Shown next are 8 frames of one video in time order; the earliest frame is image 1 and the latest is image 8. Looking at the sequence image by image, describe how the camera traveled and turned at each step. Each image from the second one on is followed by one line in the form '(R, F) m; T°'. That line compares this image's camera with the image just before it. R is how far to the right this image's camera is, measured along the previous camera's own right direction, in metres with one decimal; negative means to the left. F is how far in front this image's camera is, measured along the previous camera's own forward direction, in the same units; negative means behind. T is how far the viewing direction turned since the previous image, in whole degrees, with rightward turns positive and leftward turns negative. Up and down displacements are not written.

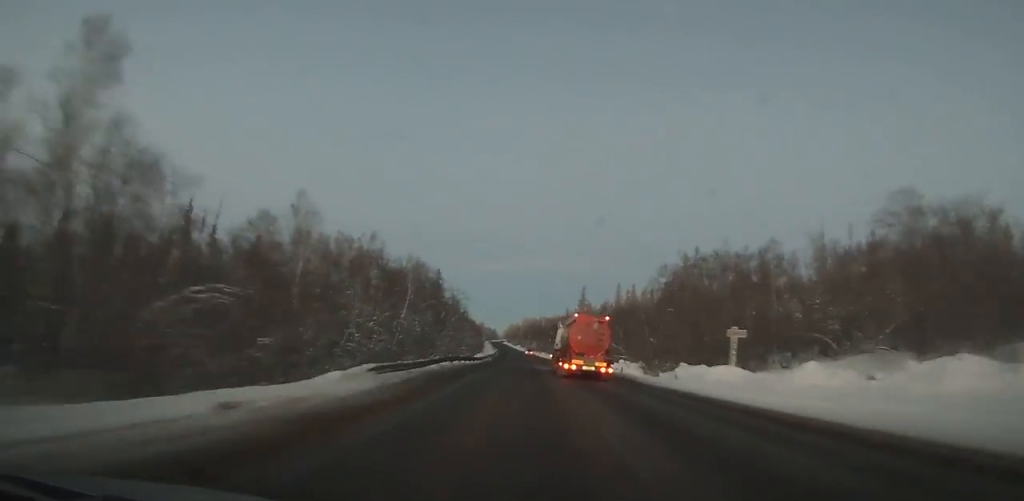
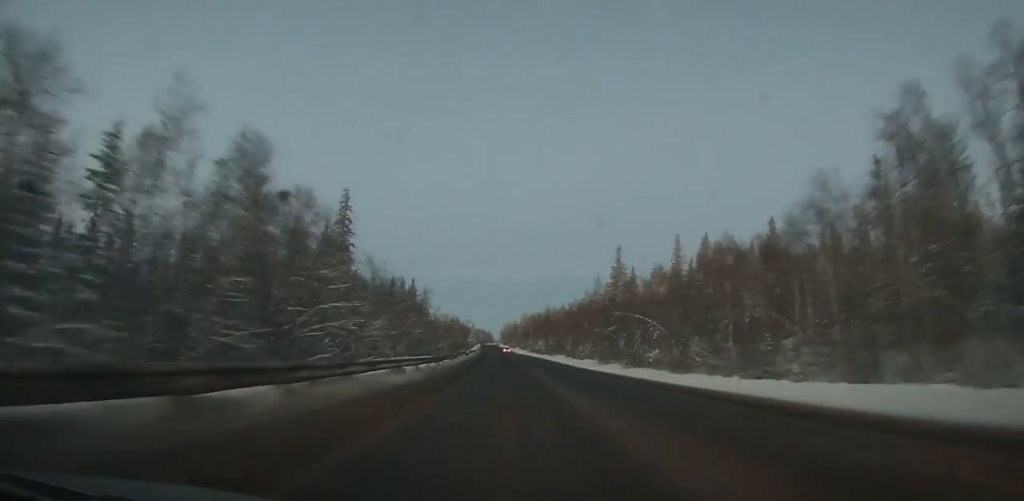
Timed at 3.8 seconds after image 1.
(-0.2, +89.0) m; -1°
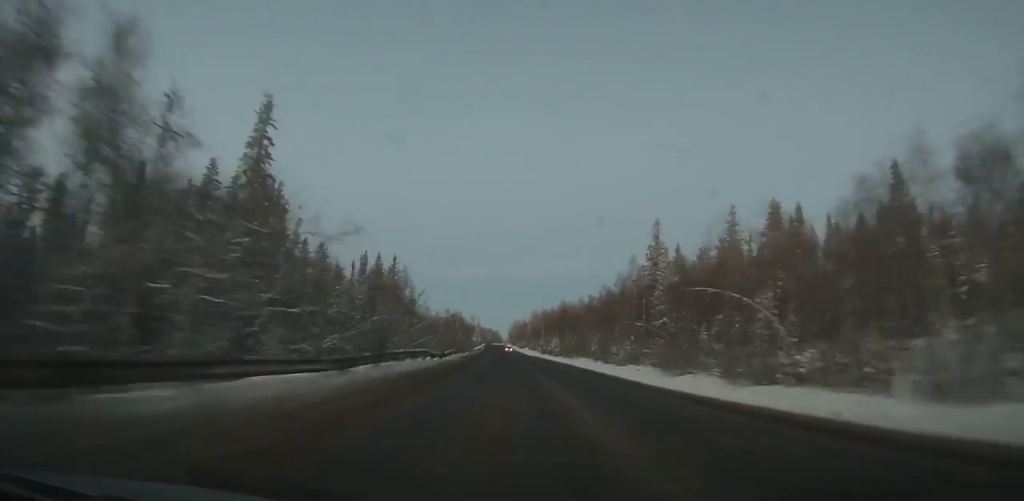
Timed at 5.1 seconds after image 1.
(0.0, +31.1) m; 0°
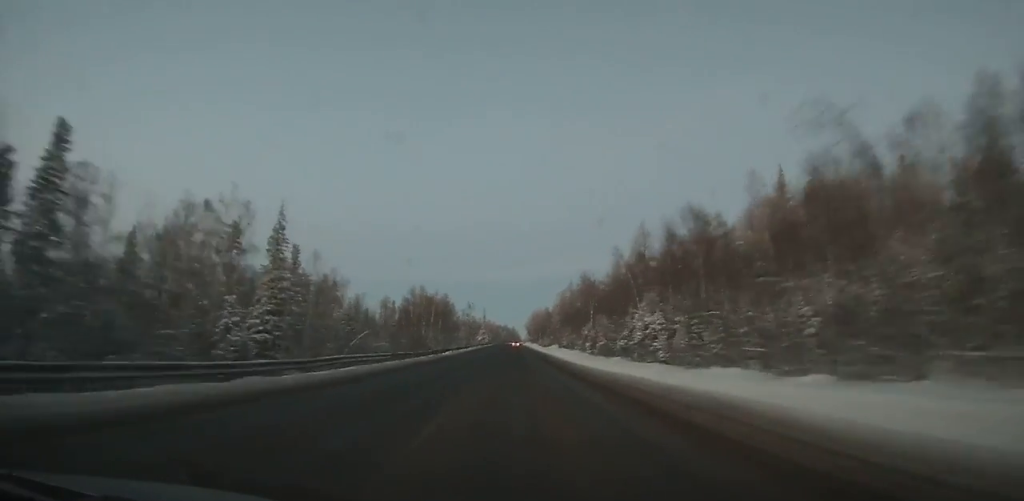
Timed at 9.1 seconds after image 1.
(-1.3, +97.1) m; -1°
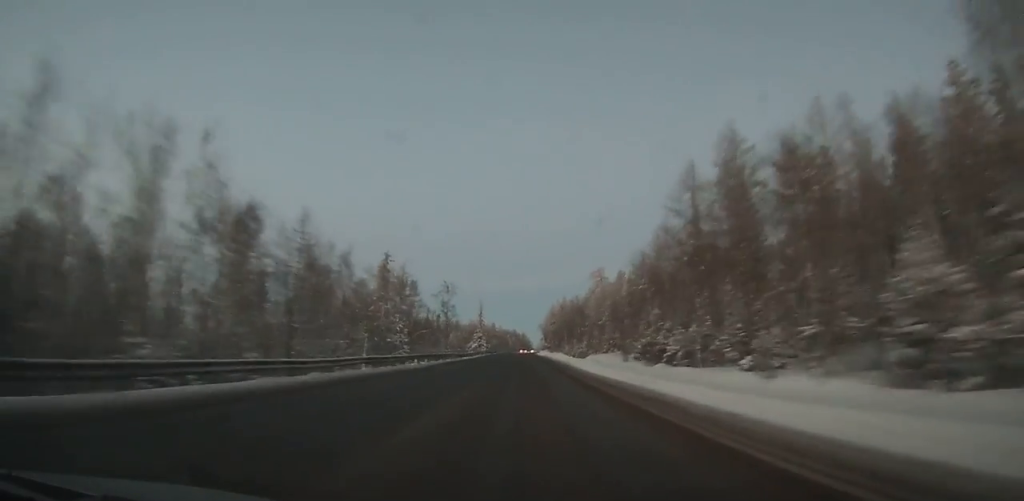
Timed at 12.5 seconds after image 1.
(-0.5, +83.1) m; 0°
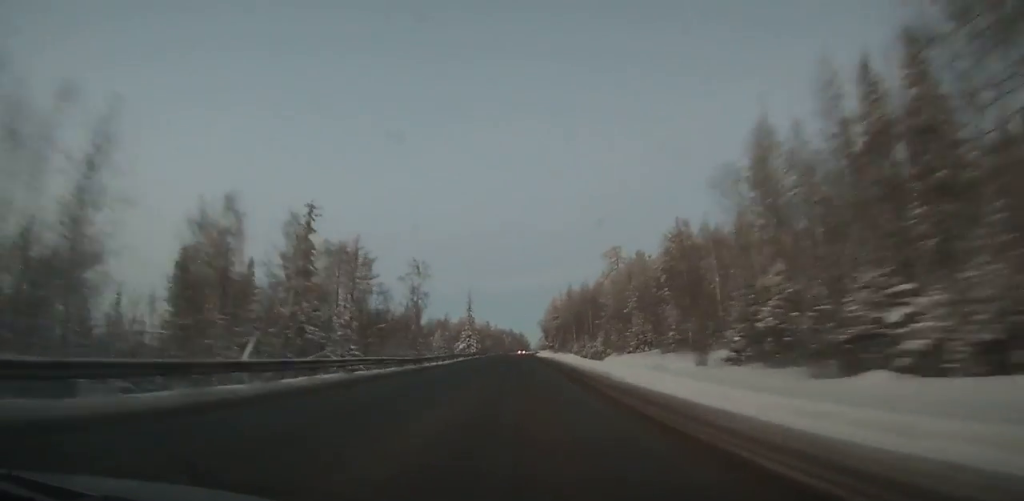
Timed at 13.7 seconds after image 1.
(0.0, +29.4) m; 0°
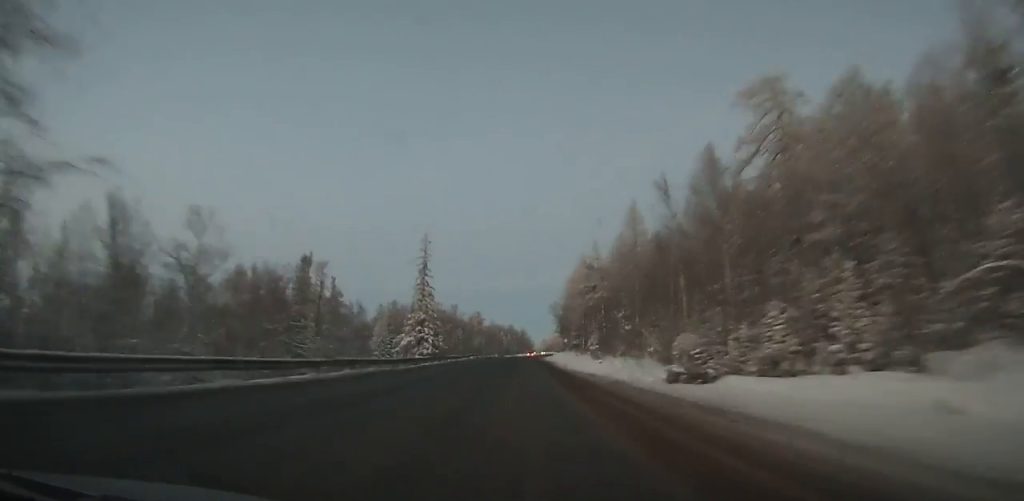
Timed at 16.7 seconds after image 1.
(-0.3, +73.5) m; 0°
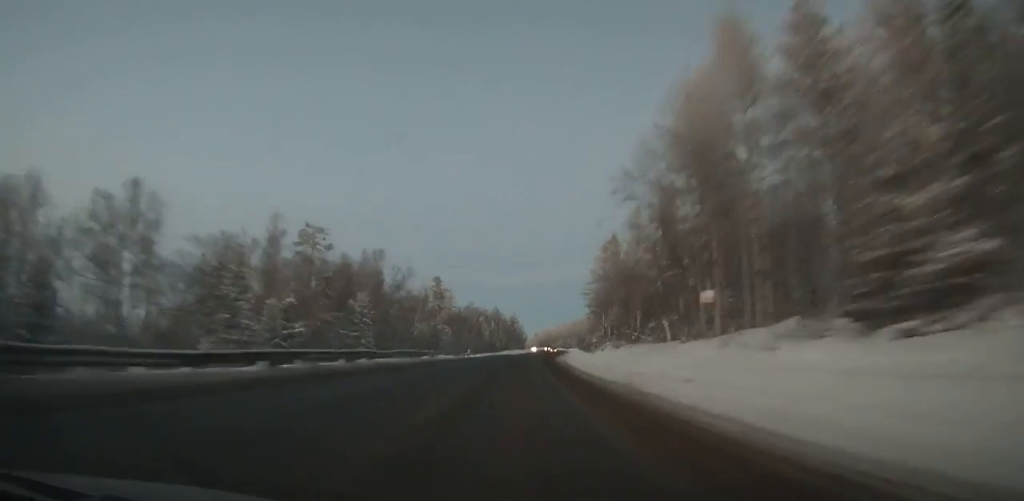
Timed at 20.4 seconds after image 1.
(+1.4, +90.3) m; +2°
